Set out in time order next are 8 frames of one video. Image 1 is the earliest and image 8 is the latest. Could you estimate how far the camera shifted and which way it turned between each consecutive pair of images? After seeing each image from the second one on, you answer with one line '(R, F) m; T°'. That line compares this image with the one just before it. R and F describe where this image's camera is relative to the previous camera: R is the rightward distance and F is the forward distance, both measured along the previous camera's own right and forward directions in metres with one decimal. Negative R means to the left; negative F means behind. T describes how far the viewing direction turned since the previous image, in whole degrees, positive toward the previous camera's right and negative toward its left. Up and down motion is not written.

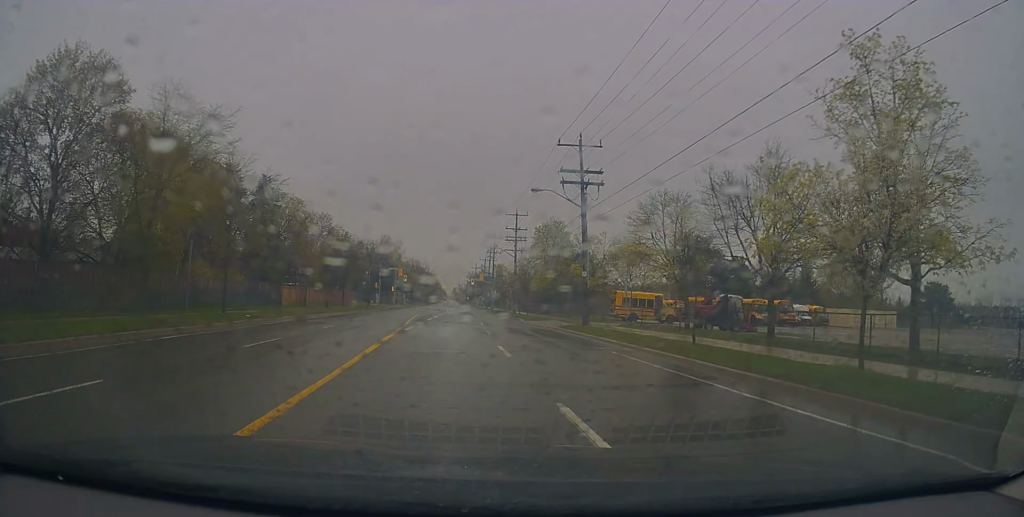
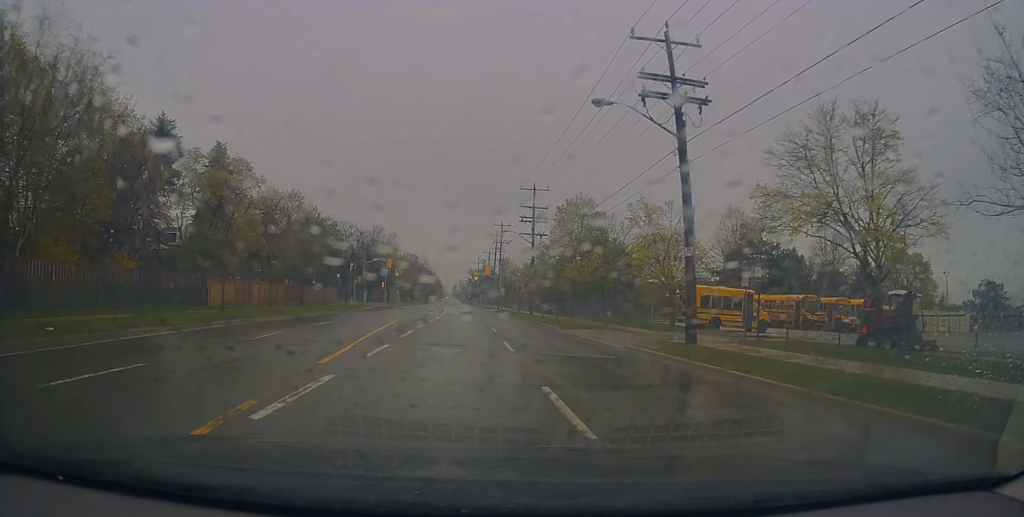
(-0.6, +15.9) m; +1°
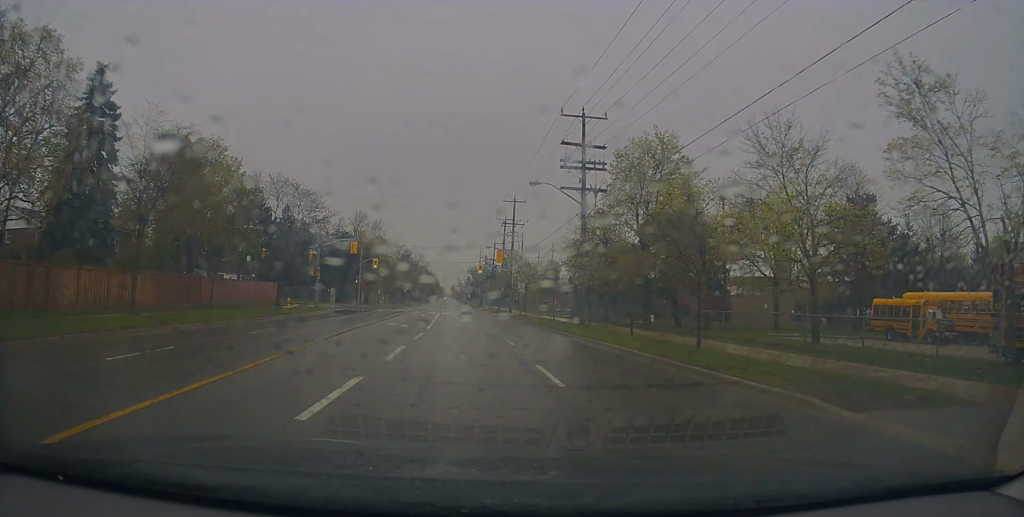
(+0.5, +23.8) m; +2°
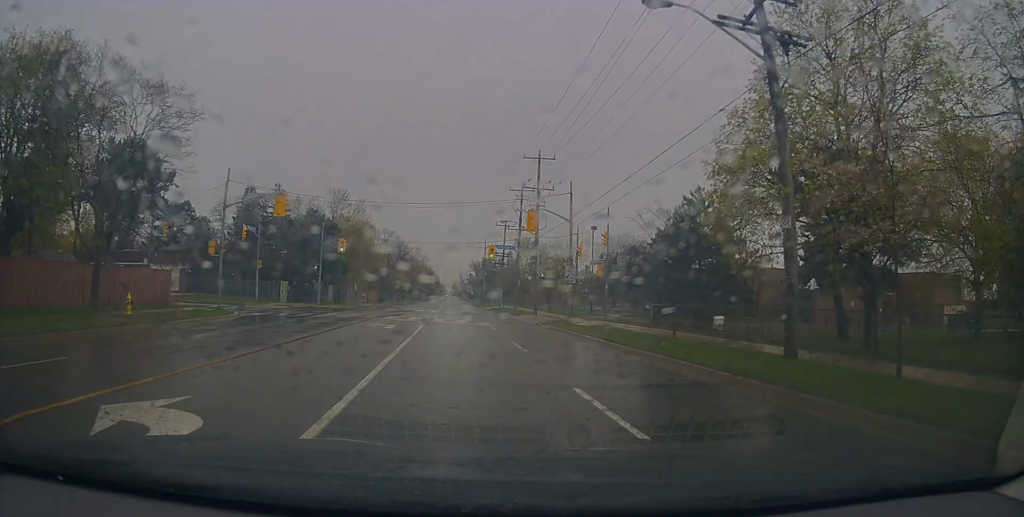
(+0.6, +21.9) m; -1°
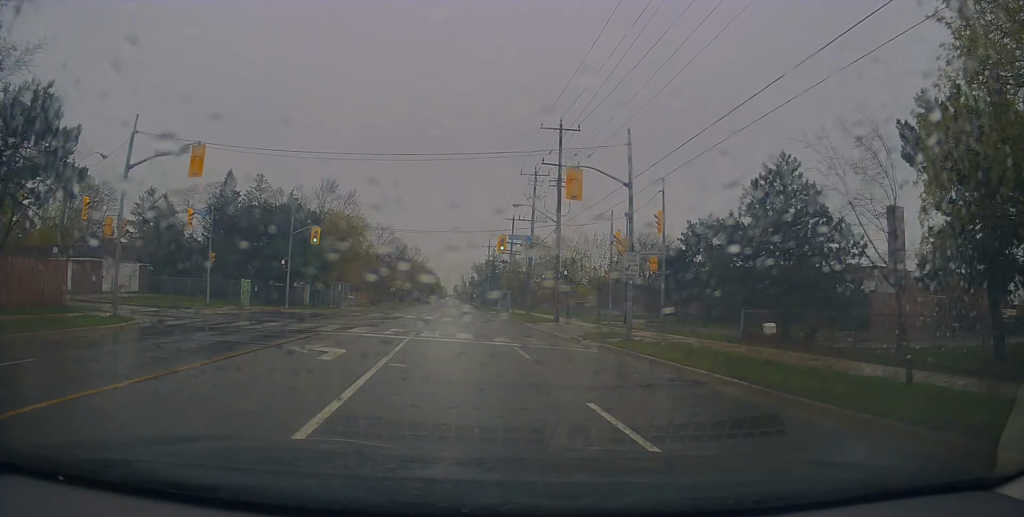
(-0.2, +10.1) m; -2°
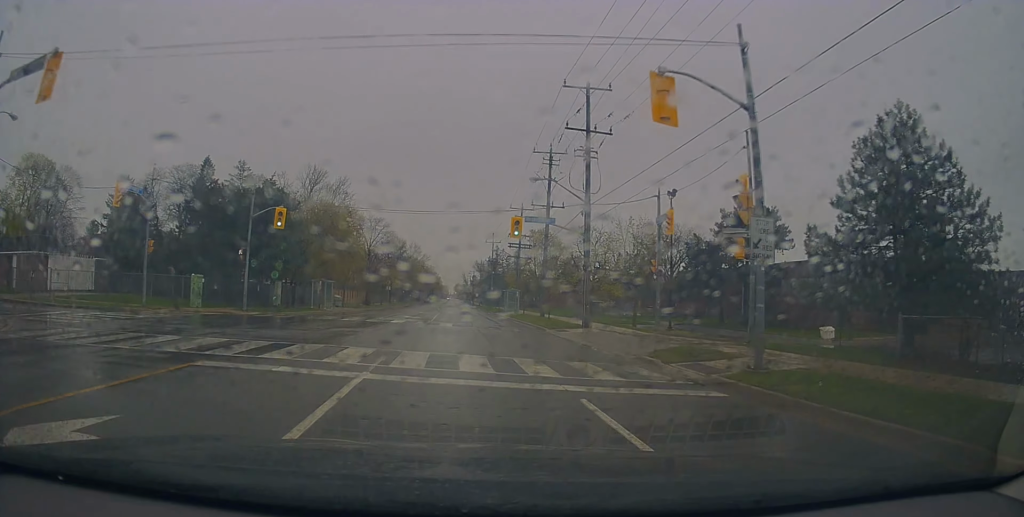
(-0.3, +8.9) m; +1°
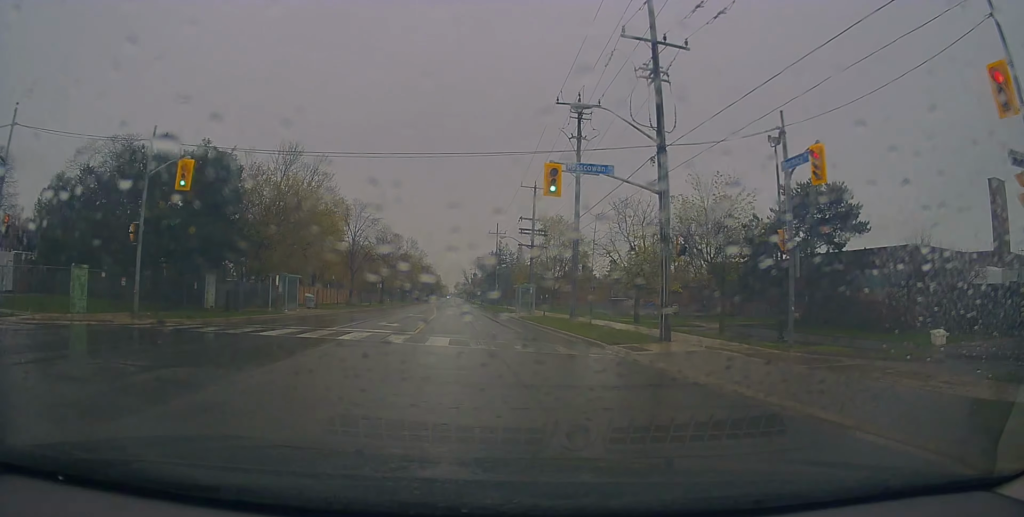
(+0.4, +11.8) m; 0°
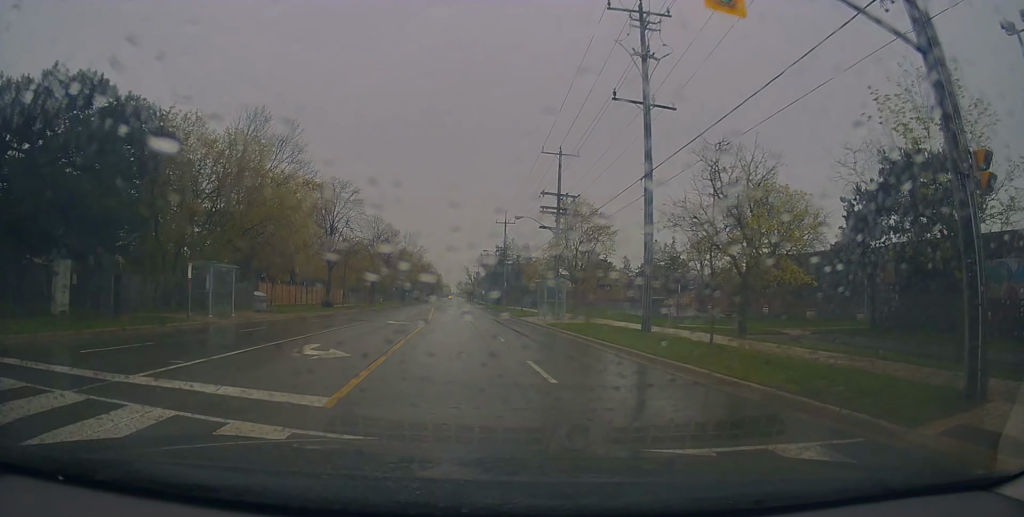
(-0.1, +13.4) m; -1°
